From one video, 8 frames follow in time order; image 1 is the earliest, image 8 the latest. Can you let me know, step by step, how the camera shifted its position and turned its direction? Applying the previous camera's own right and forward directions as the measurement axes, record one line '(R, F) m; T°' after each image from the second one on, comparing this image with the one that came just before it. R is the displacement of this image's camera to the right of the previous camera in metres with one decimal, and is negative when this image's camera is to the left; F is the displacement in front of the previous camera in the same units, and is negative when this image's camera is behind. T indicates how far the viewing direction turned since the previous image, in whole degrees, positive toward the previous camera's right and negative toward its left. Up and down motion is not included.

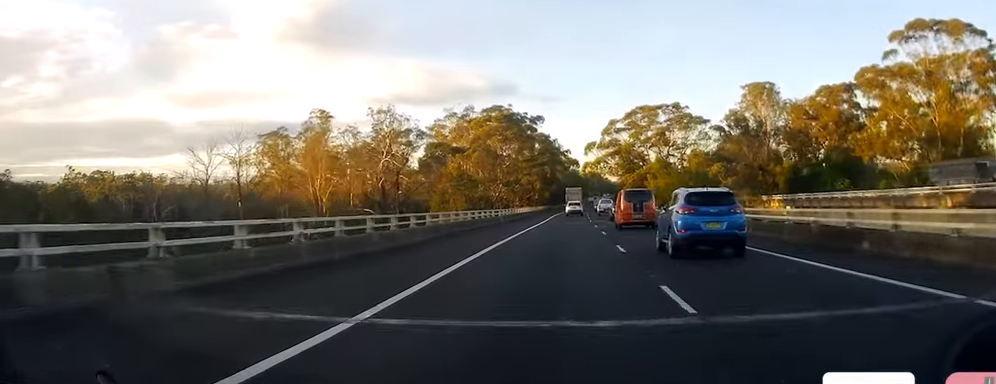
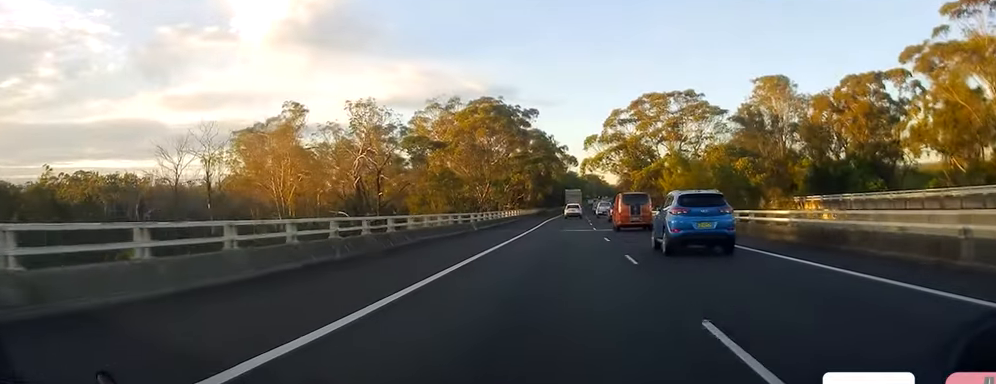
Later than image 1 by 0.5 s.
(0.0, +15.4) m; 0°
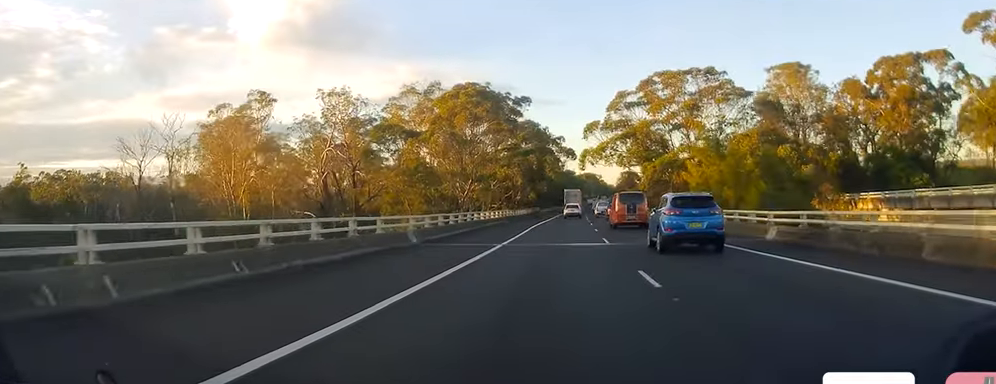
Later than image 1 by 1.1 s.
(-0.1, +16.3) m; 0°
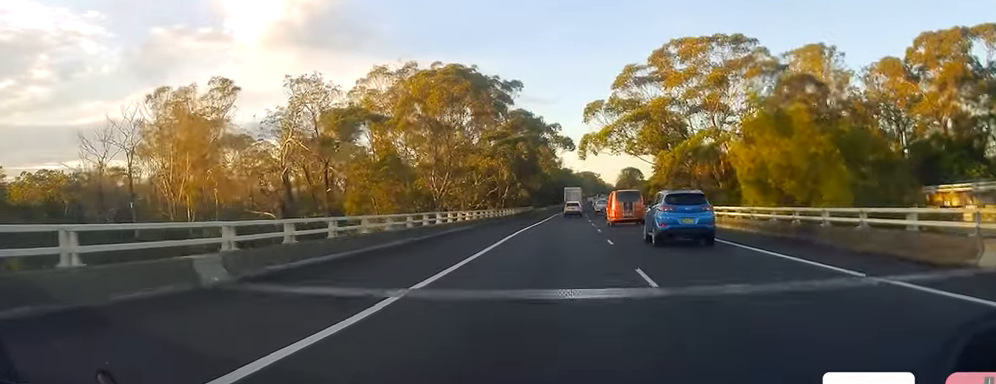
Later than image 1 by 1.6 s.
(0.0, +15.4) m; 0°
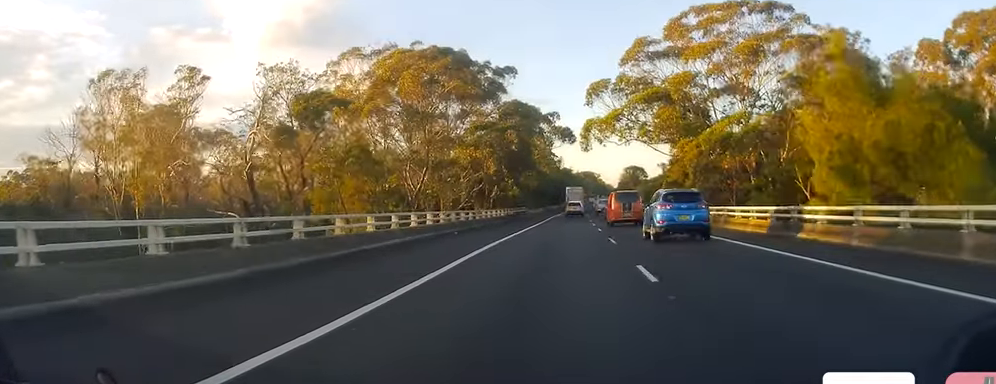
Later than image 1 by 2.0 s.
(+0.1, +11.6) m; 0°
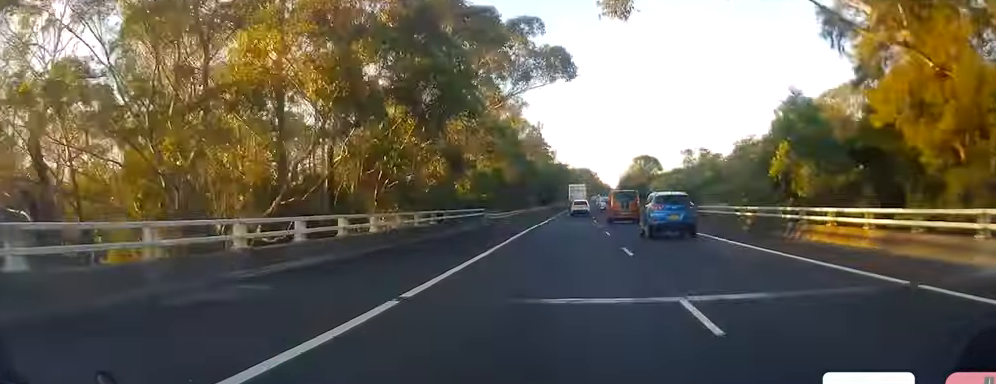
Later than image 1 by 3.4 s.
(0.0, +39.4) m; 0°
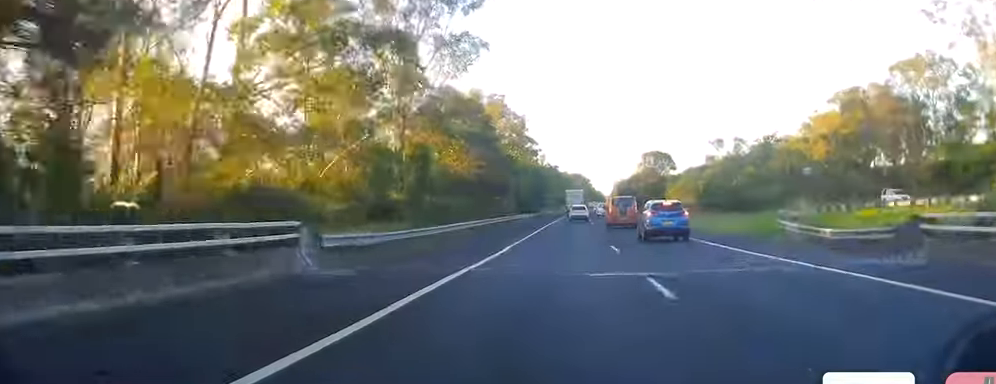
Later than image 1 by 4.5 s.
(+0.2, +30.9) m; +1°
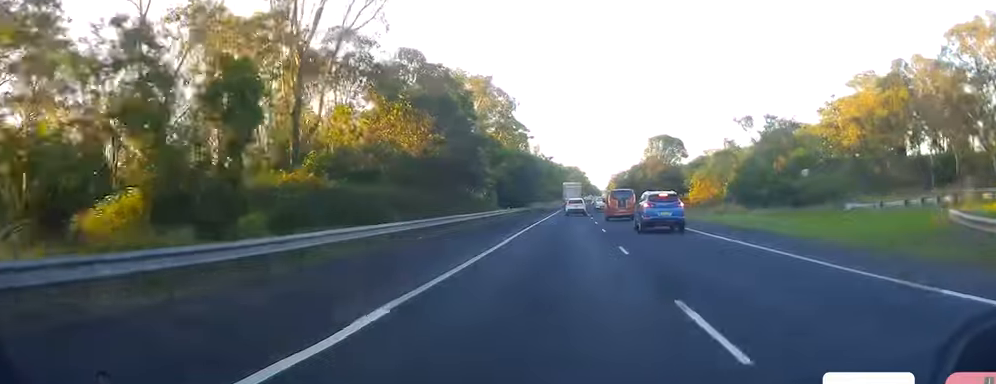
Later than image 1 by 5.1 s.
(+0.1, +17.4) m; +1°
